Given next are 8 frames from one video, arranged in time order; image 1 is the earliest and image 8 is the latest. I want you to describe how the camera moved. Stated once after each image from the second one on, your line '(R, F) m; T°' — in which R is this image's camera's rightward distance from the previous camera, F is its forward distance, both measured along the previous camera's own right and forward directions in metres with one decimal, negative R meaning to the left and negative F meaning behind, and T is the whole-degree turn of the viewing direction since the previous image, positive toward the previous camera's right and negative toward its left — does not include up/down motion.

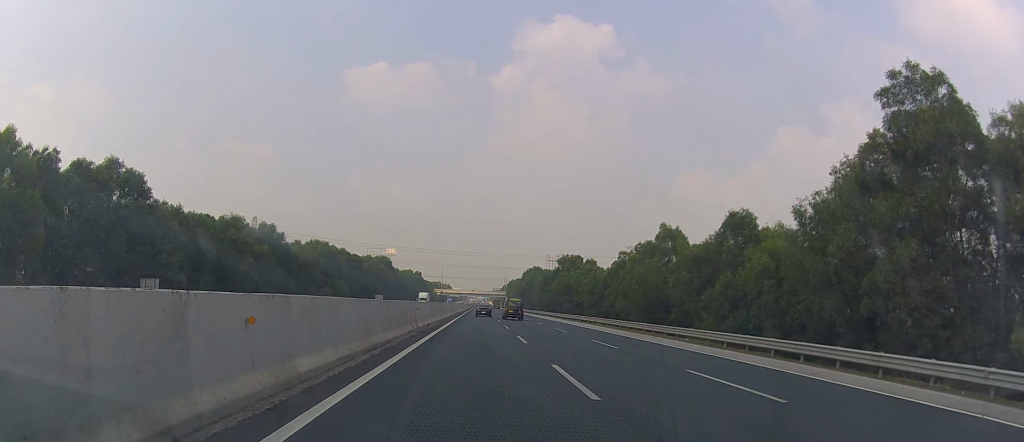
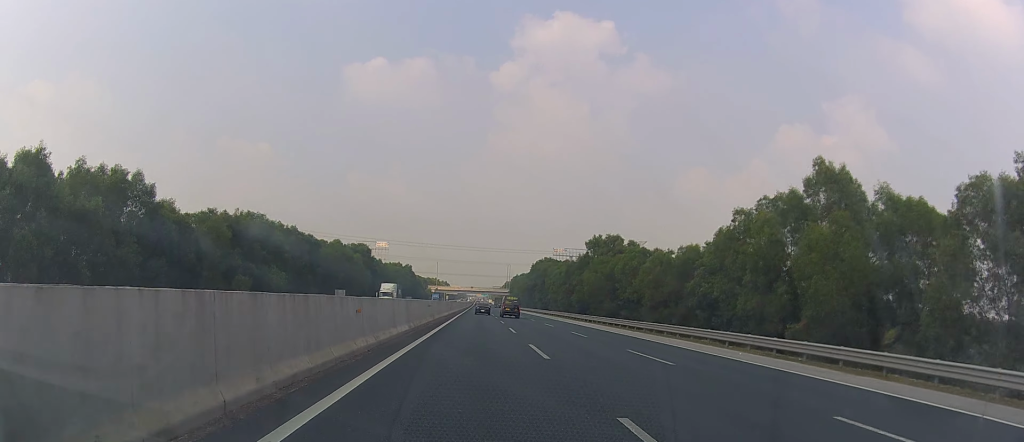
(-0.5, +40.0) m; +1°
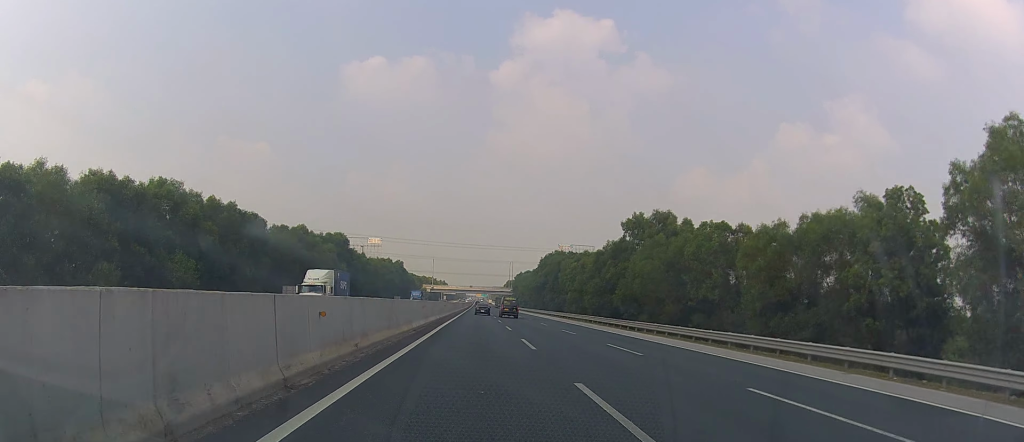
(+0.5, +26.7) m; +1°
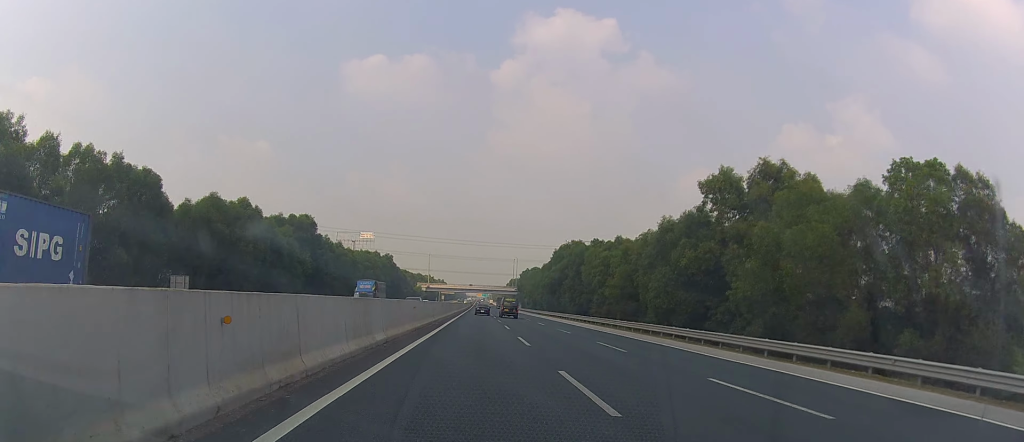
(0.0, +29.2) m; 0°
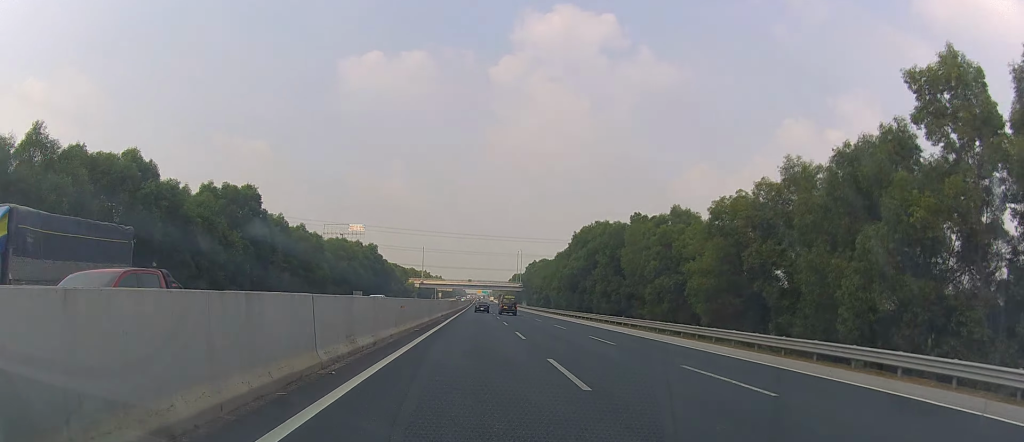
(+0.1, +28.2) m; -1°
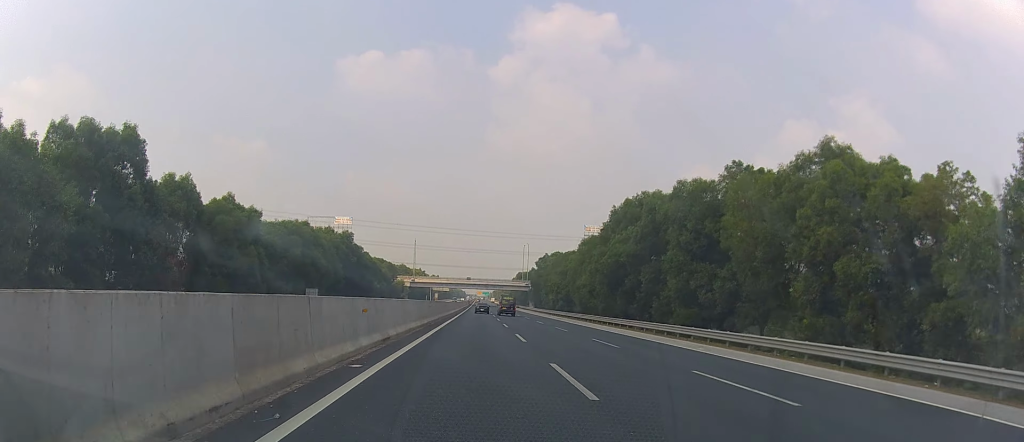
(-0.8, +32.1) m; 0°
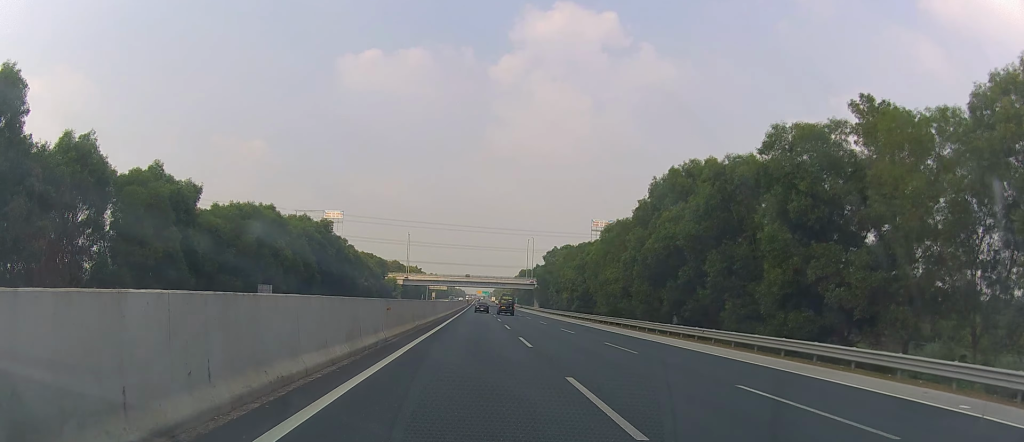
(+0.6, +18.6) m; +1°
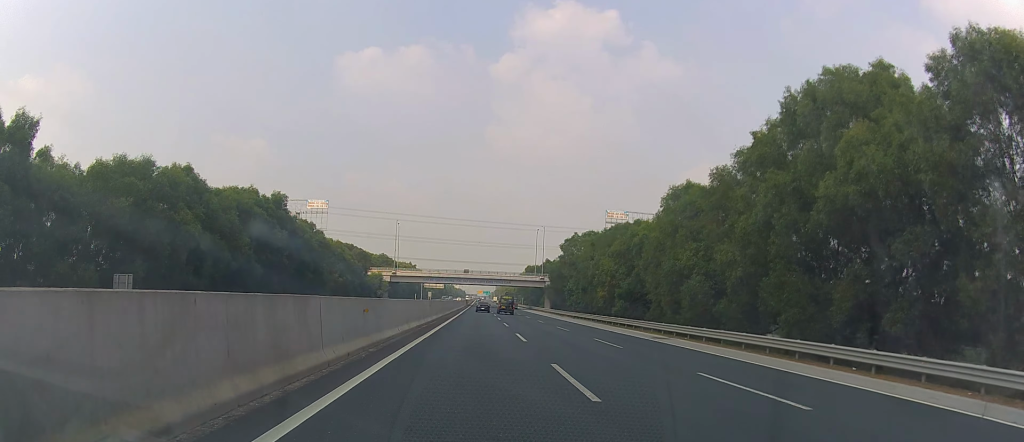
(0.0, +27.4) m; 0°
